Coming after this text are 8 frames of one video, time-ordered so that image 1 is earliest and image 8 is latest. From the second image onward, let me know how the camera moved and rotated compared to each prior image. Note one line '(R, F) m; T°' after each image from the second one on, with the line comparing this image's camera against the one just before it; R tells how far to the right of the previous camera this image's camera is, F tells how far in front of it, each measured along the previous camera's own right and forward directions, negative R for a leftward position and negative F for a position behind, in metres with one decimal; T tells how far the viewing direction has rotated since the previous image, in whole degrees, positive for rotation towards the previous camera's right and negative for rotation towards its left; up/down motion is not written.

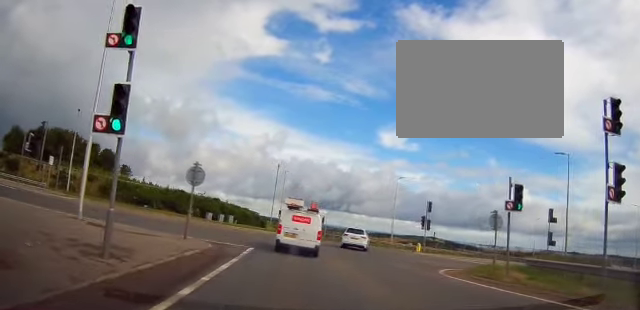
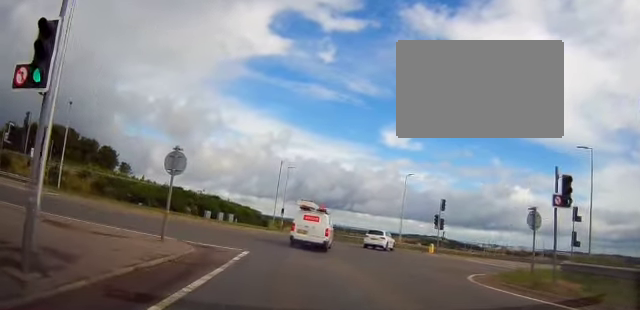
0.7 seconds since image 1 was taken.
(0.0, +3.1) m; -1°
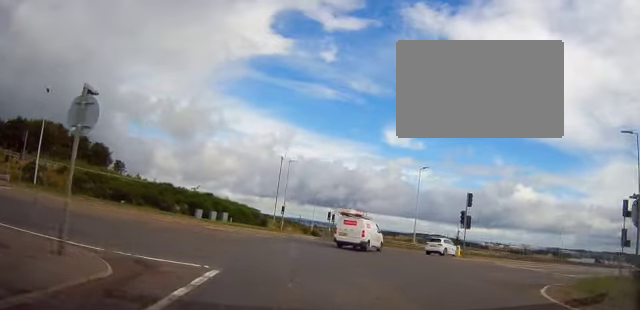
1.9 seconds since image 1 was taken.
(0.0, +5.9) m; 0°
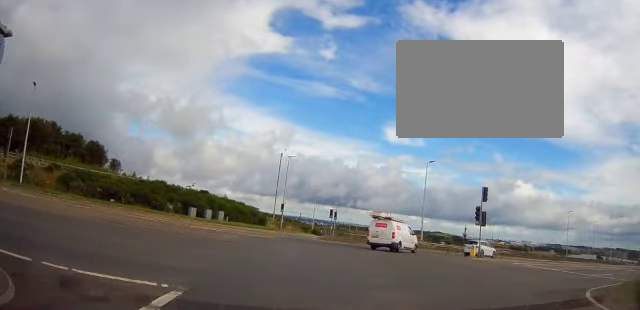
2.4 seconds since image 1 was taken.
(0.0, +2.9) m; 0°
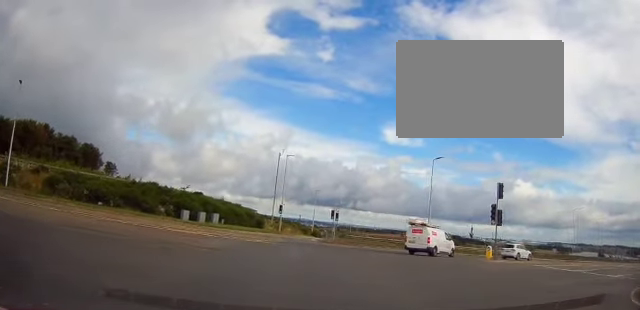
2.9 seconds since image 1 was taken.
(0.0, +2.8) m; 0°
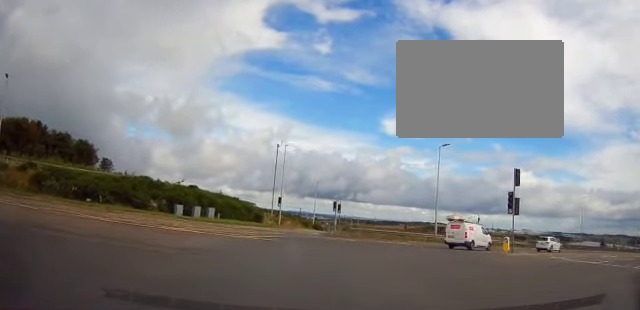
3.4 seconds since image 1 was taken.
(0.0, +2.6) m; 0°
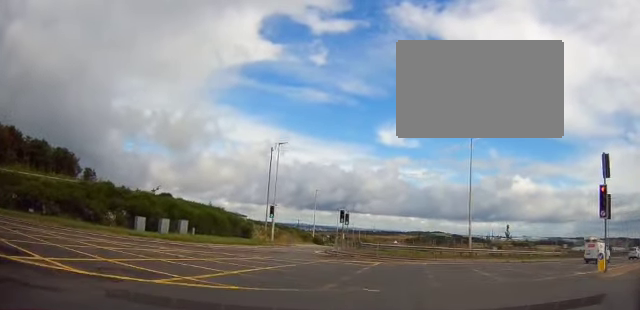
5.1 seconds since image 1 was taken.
(0.0, +9.5) m; +3°
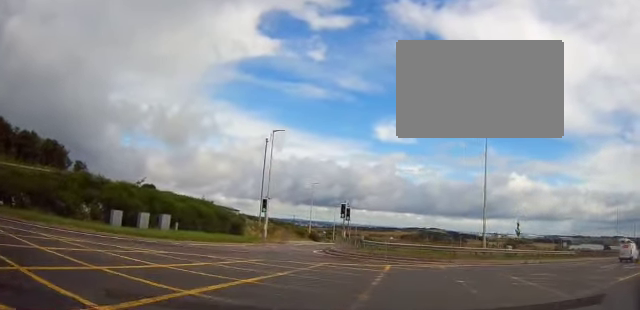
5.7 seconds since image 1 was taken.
(+0.1, +3.7) m; +3°
